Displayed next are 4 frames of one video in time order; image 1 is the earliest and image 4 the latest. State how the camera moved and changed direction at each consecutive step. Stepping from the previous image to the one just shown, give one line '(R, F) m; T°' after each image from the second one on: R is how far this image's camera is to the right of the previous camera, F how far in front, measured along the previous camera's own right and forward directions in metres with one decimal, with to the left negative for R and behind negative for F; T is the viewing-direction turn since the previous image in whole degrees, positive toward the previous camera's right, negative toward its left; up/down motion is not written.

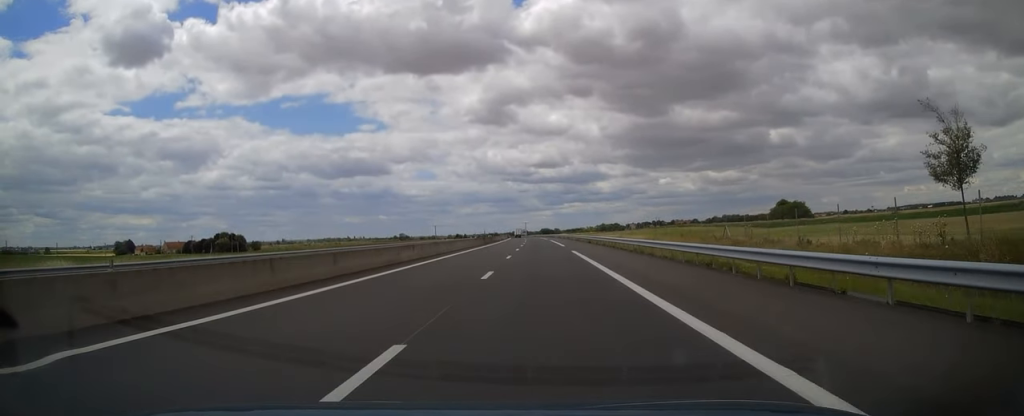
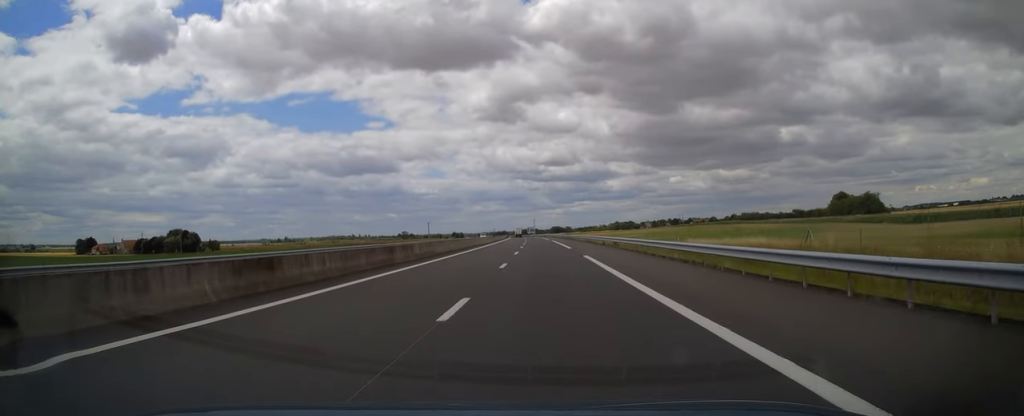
(-0.8, +59.9) m; -1°
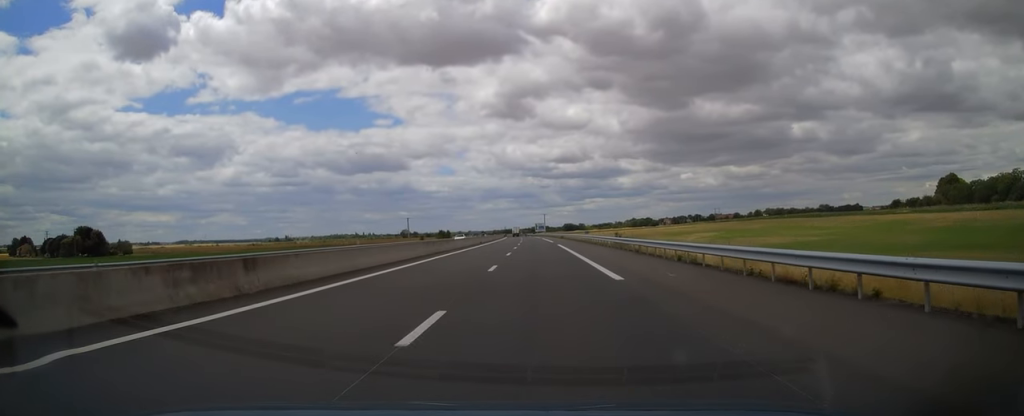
(-1.5, +80.1) m; -2°
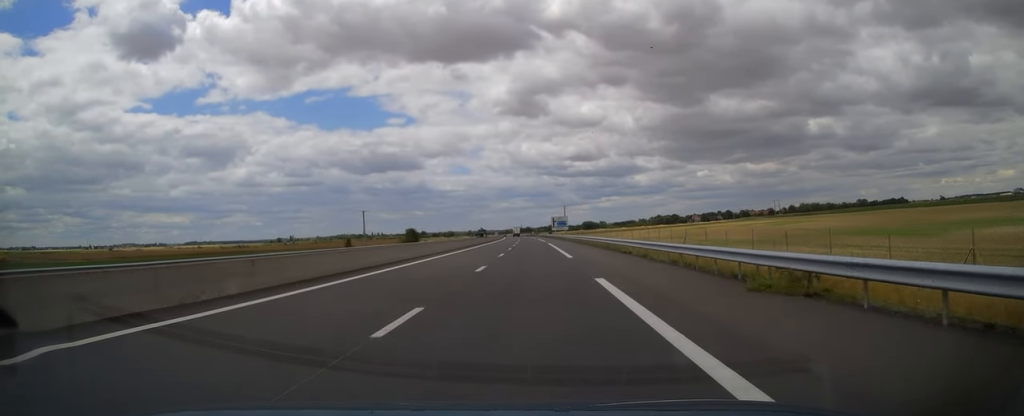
(0.0, +90.3) m; -1°
